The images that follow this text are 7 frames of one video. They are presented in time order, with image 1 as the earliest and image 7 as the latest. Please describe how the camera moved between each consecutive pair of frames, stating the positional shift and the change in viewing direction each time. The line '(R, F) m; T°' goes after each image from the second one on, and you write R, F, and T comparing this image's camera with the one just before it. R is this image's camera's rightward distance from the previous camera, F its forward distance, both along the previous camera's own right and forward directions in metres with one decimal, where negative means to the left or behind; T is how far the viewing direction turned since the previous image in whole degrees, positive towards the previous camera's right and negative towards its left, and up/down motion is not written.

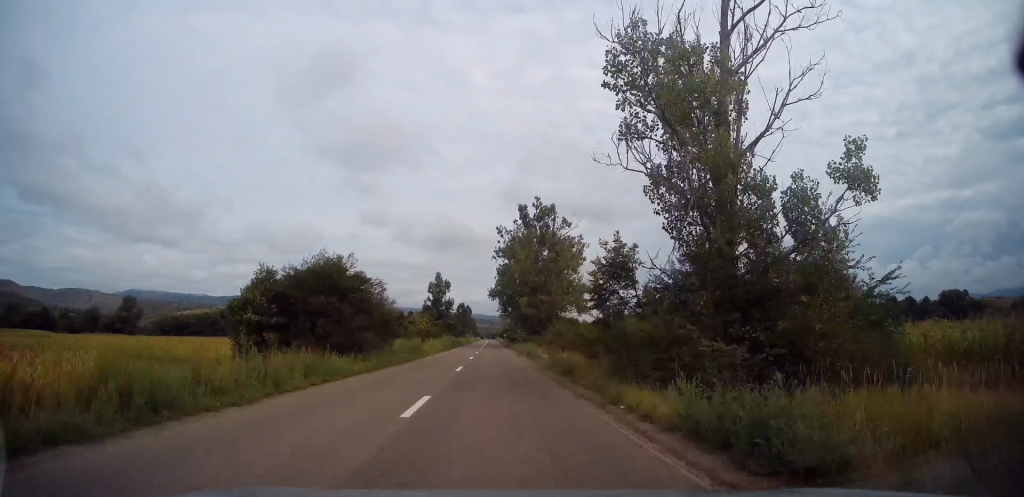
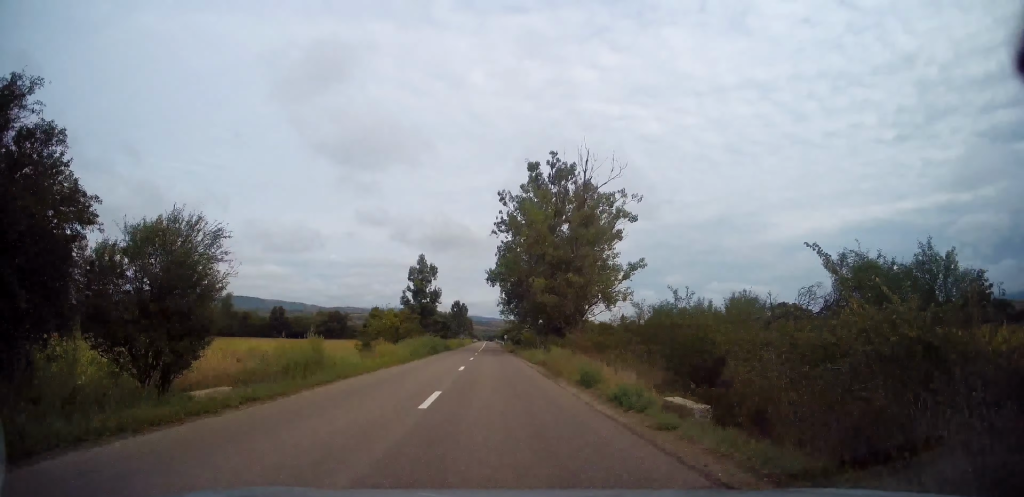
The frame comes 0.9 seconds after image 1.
(-0.2, +22.3) m; 0°
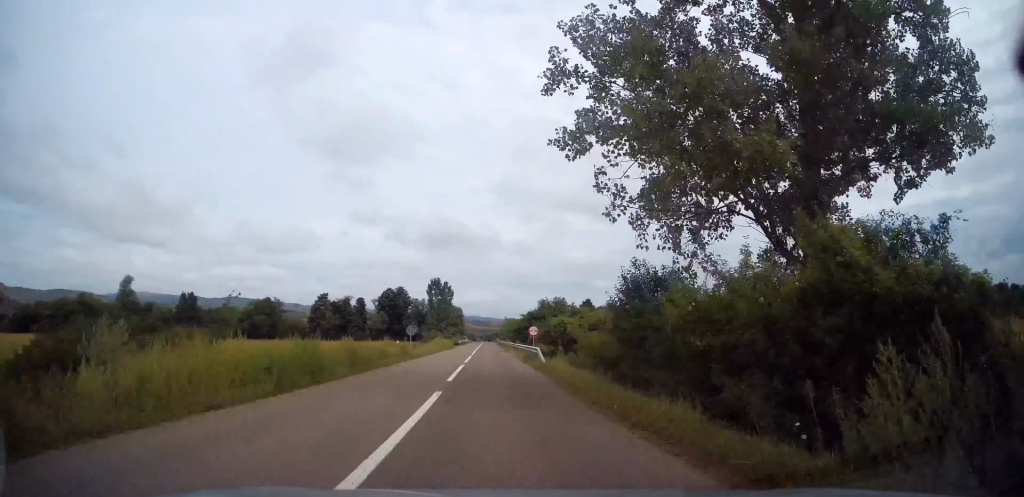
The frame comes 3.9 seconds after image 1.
(+0.5, +74.9) m; 0°
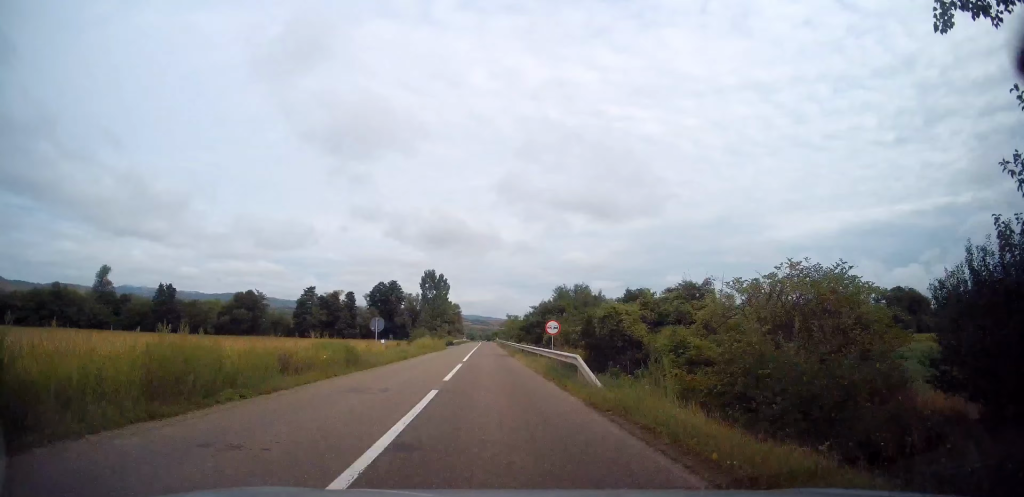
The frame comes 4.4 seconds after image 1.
(0.0, +12.4) m; 0°
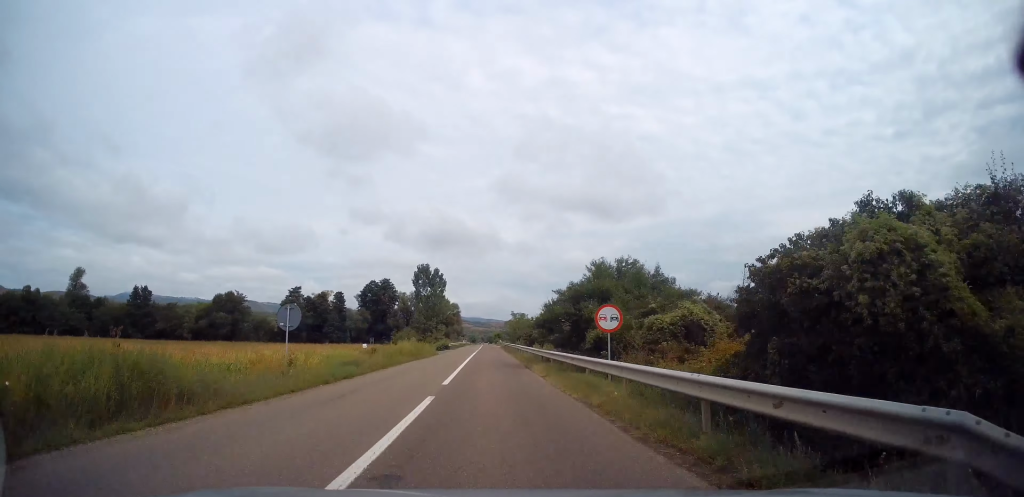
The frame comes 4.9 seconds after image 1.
(0.0, +13.1) m; 0°
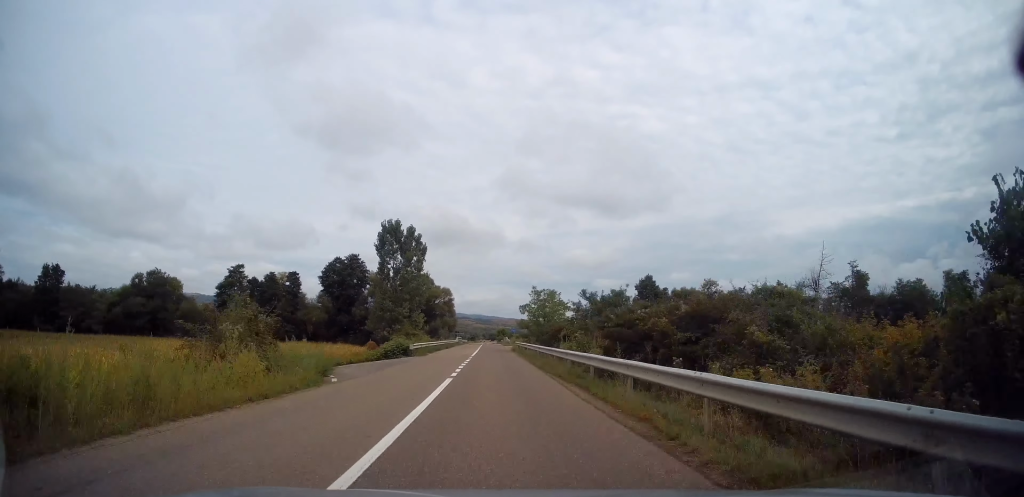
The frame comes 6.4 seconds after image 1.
(0.0, +35.5) m; +1°
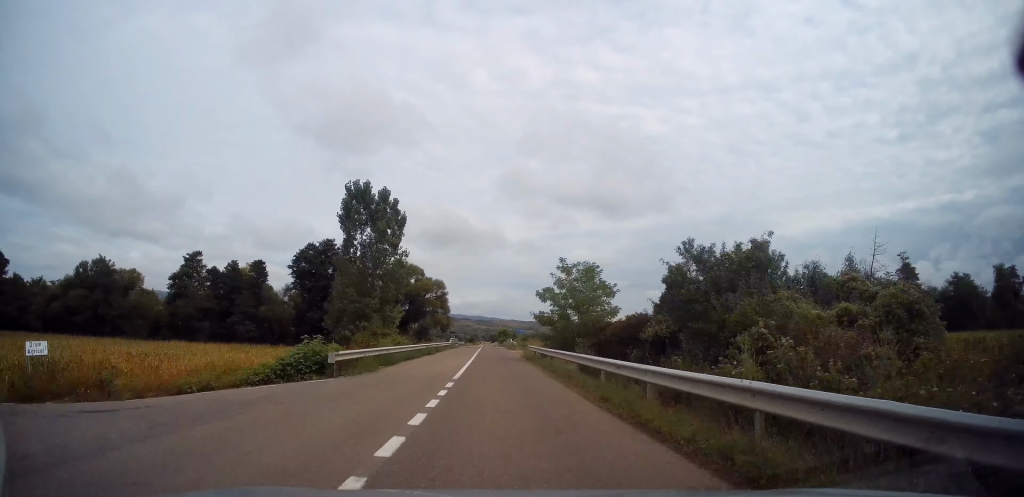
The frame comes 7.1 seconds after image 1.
(+0.1, +17.3) m; +1°
